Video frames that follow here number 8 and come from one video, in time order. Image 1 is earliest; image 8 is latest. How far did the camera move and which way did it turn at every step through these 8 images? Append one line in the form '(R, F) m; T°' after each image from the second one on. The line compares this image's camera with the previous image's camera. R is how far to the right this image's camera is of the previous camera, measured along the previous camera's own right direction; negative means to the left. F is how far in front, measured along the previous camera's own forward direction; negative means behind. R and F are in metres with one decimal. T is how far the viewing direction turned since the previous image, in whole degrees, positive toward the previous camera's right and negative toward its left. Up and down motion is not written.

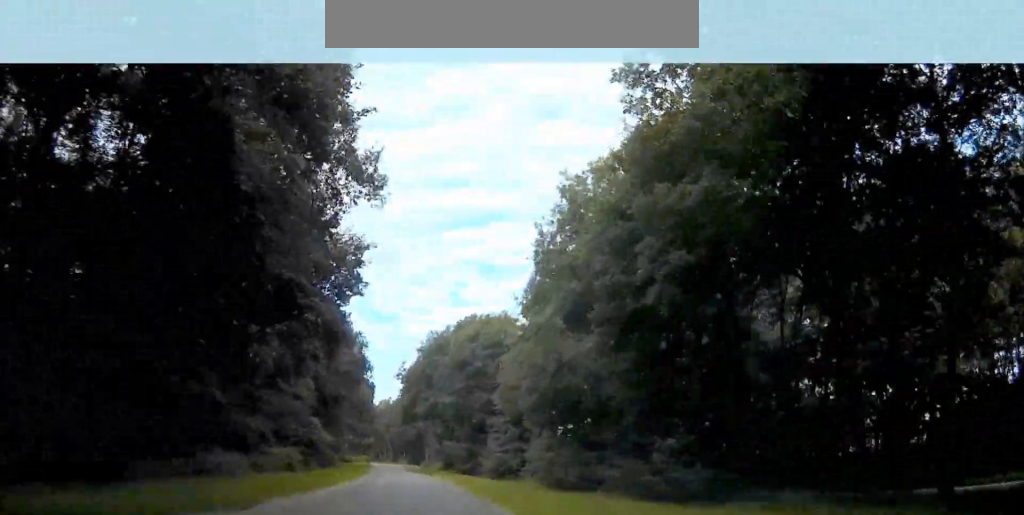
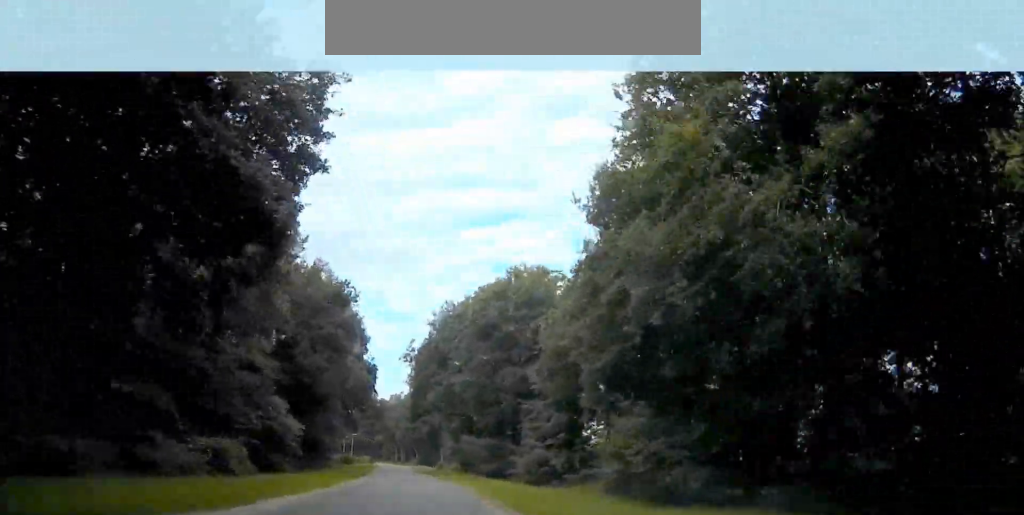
(+0.4, +15.4) m; 0°
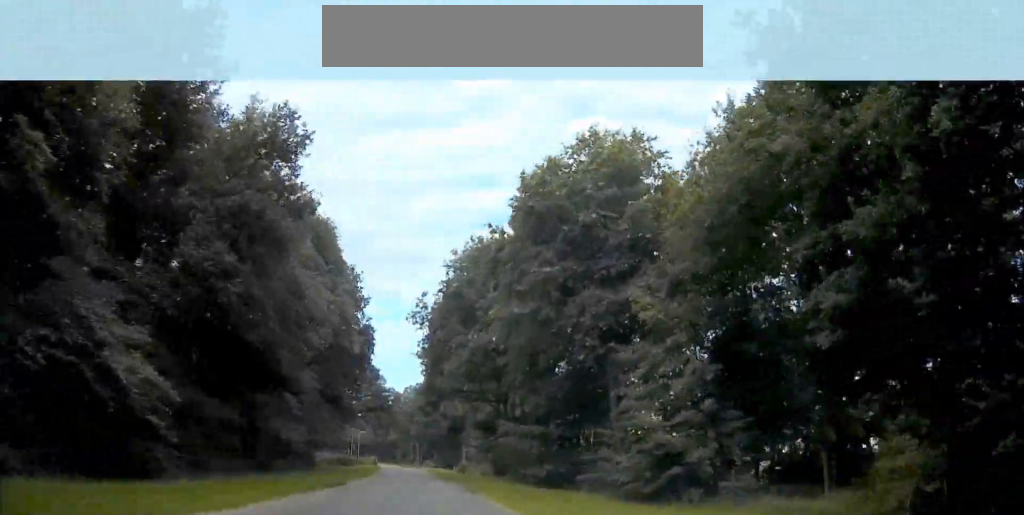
(+0.3, +19.9) m; -1°
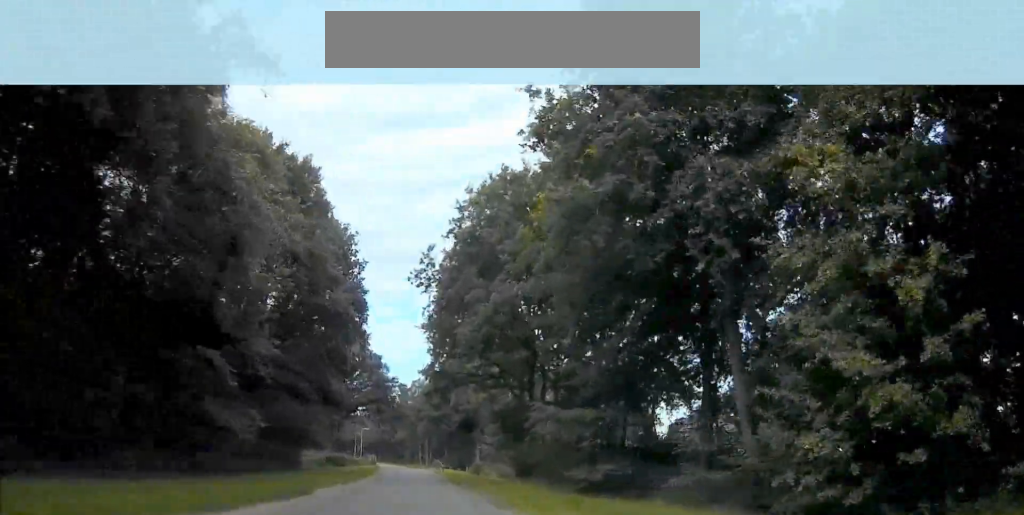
(-0.1, +10.9) m; -2°
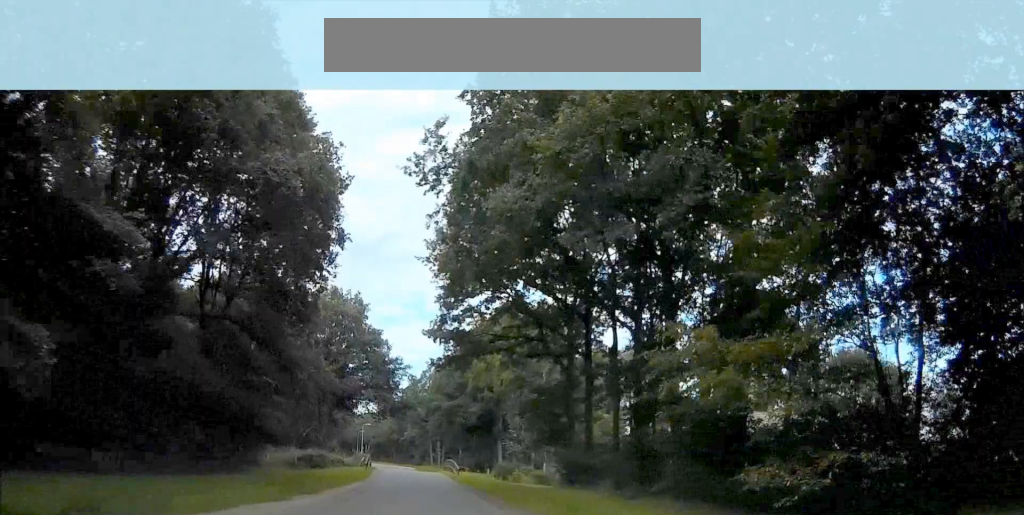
(-0.3, +15.0) m; -2°
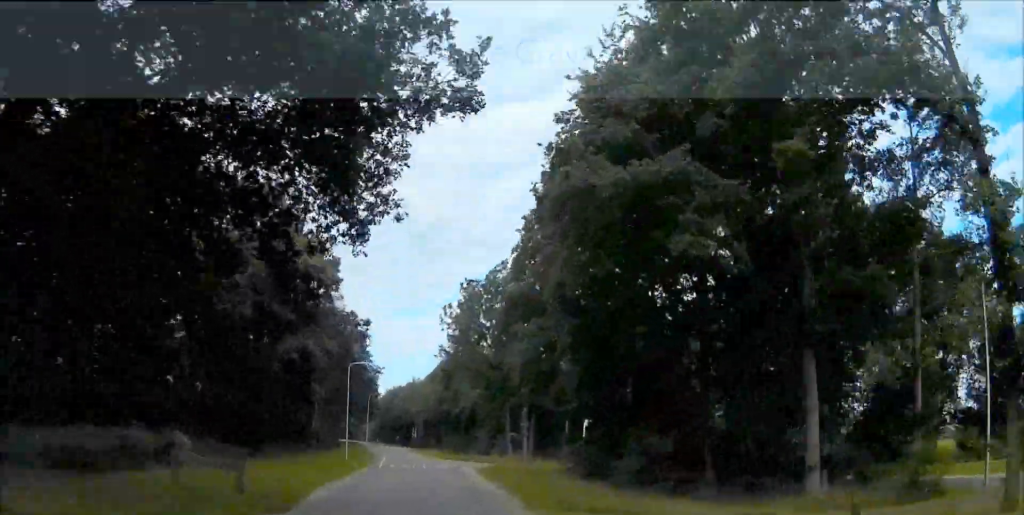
(-6.3, +51.8) m; -10°
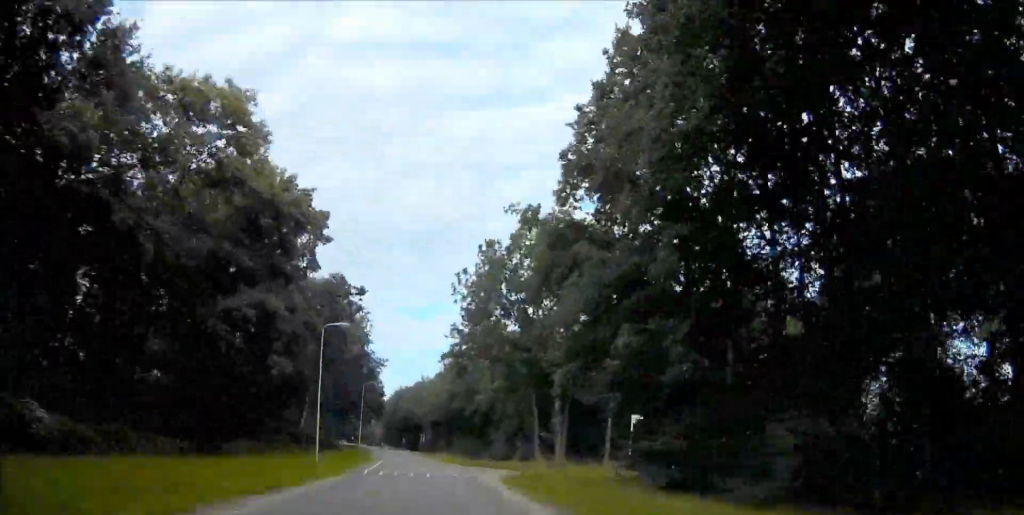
(-2.4, +9.9) m; +2°
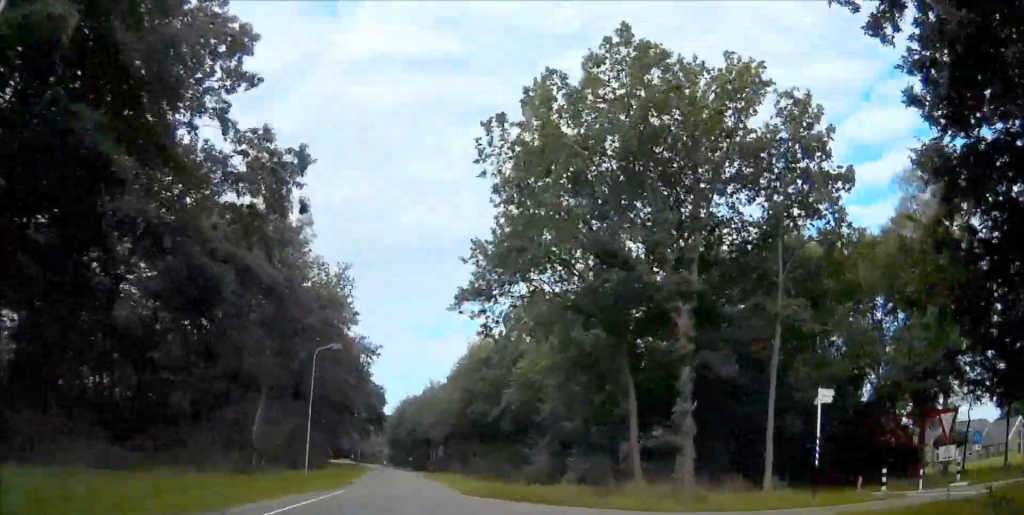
(+5.7, +24.8) m; +8°
